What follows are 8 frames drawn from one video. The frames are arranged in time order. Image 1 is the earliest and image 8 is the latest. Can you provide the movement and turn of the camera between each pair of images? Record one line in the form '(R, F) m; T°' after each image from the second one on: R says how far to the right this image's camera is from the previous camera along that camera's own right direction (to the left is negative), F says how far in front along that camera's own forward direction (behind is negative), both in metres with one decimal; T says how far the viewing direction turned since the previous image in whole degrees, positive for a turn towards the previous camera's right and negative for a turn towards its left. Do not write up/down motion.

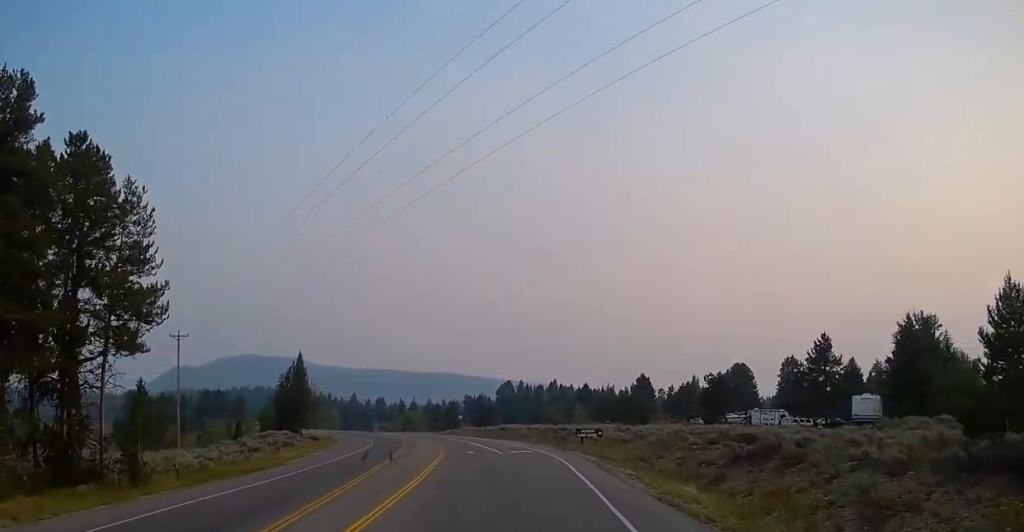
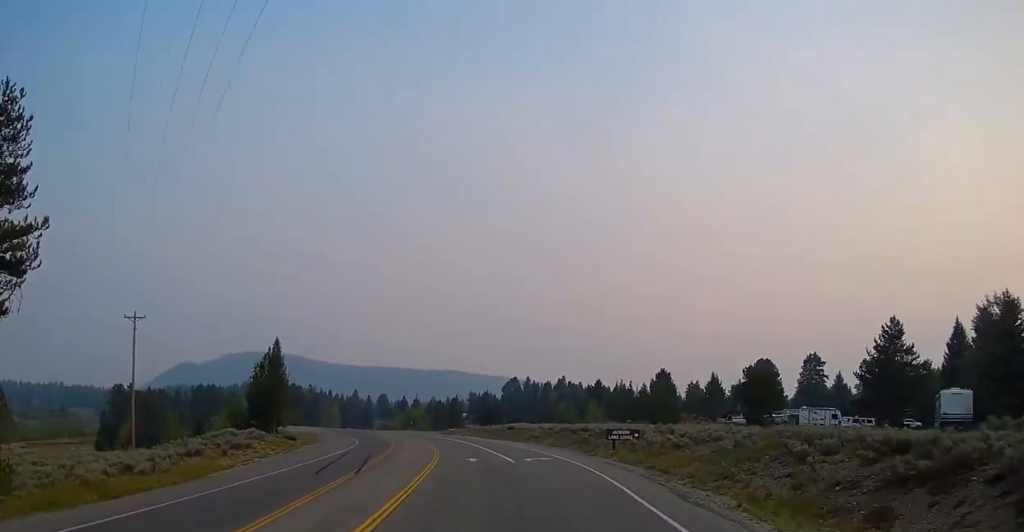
(+0.2, +12.9) m; 0°
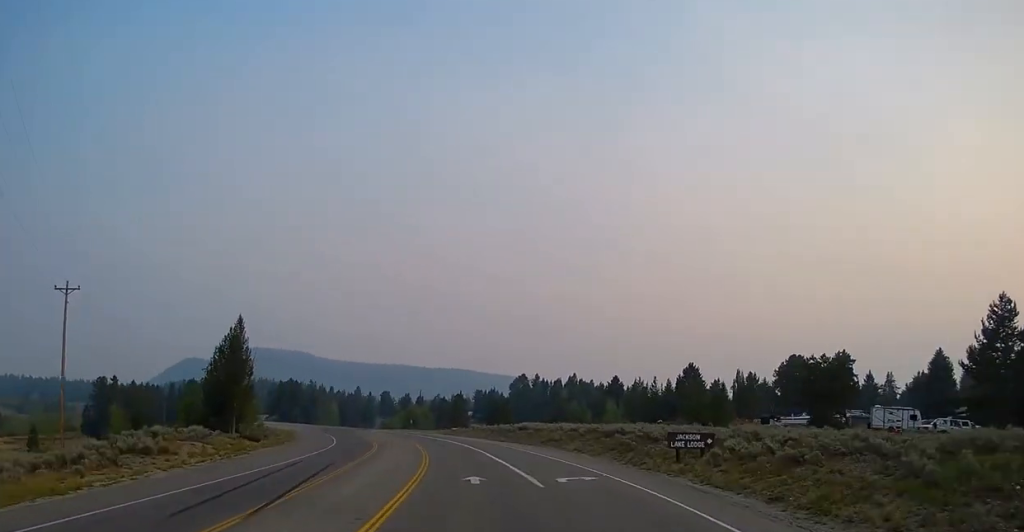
(-0.1, +15.3) m; -2°
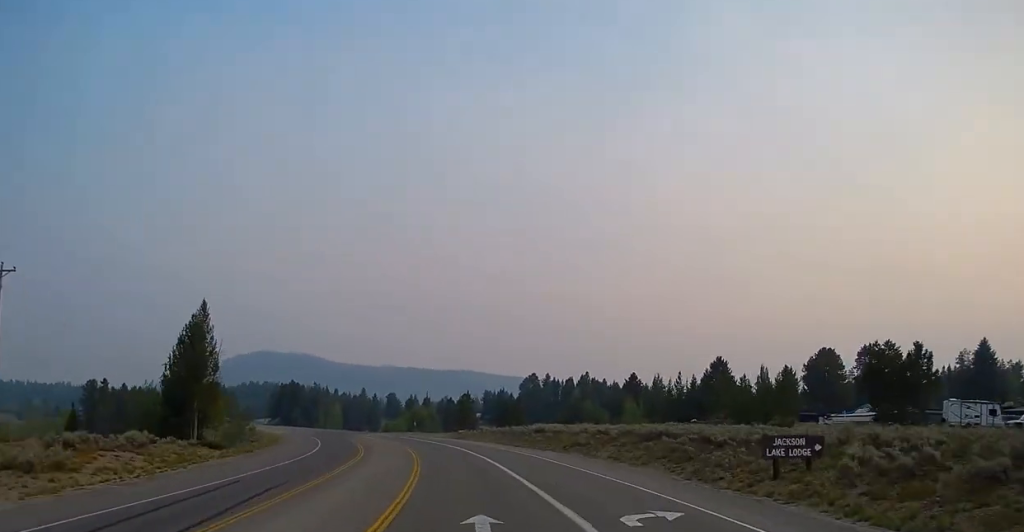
(-0.1, +11.0) m; -1°
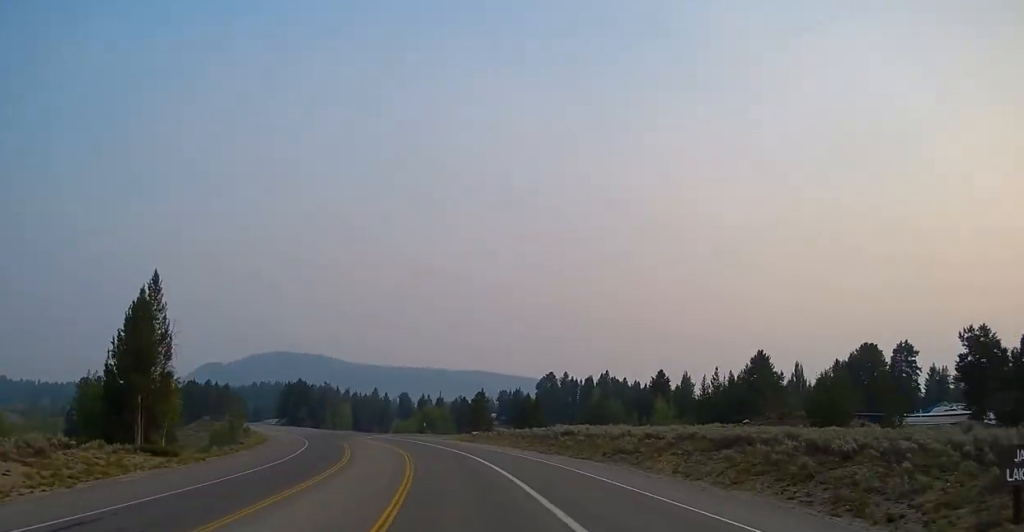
(-0.4, +11.4) m; -1°
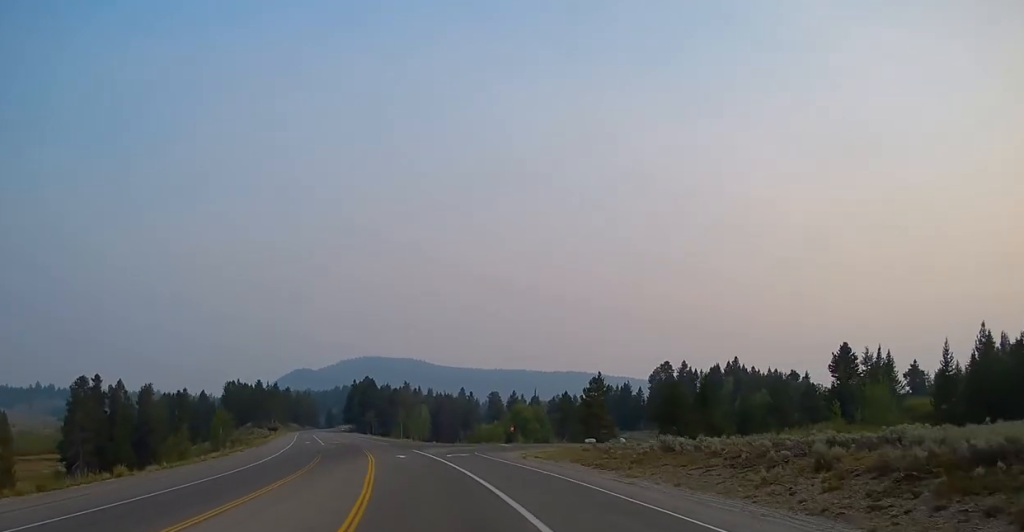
(-2.1, +42.8) m; -8°
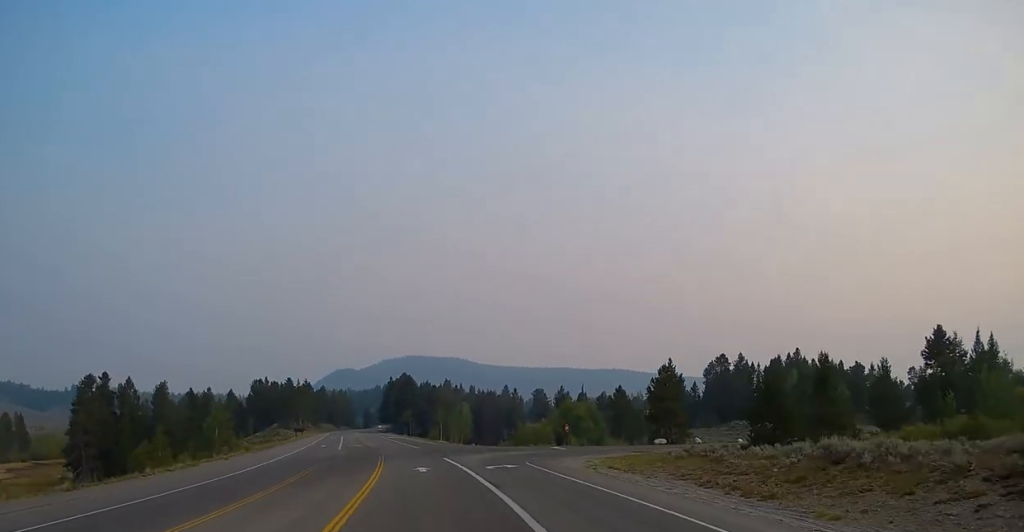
(-0.5, +14.1) m; -3°
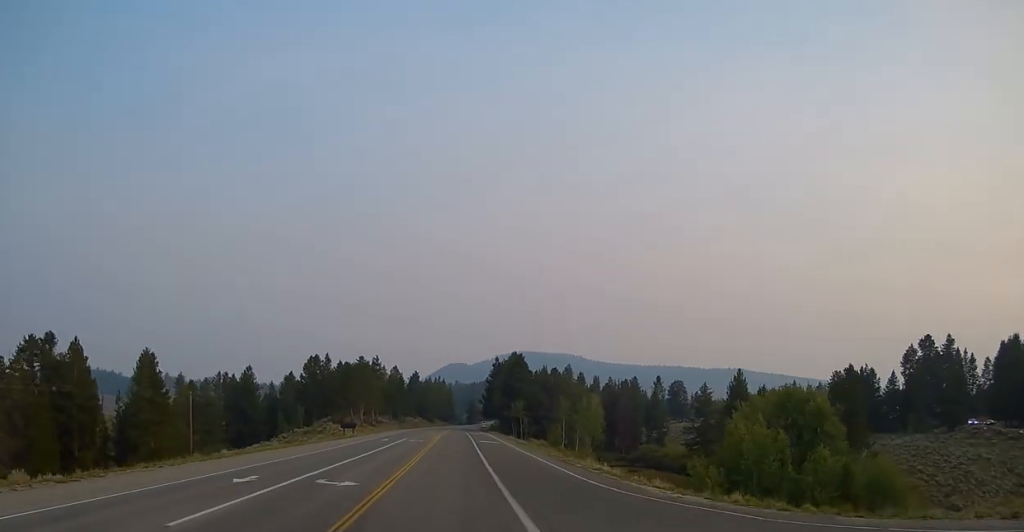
(-4.1, +54.0) m; -8°
